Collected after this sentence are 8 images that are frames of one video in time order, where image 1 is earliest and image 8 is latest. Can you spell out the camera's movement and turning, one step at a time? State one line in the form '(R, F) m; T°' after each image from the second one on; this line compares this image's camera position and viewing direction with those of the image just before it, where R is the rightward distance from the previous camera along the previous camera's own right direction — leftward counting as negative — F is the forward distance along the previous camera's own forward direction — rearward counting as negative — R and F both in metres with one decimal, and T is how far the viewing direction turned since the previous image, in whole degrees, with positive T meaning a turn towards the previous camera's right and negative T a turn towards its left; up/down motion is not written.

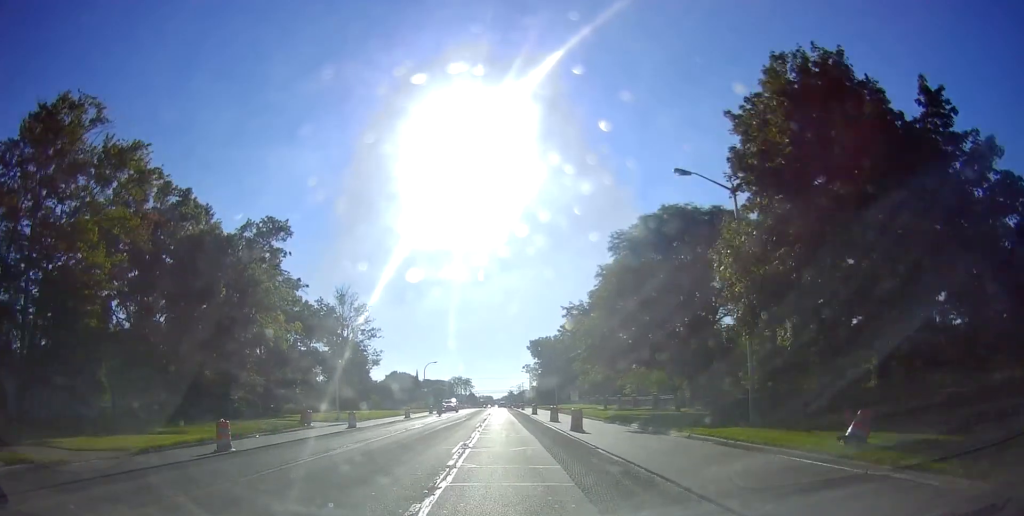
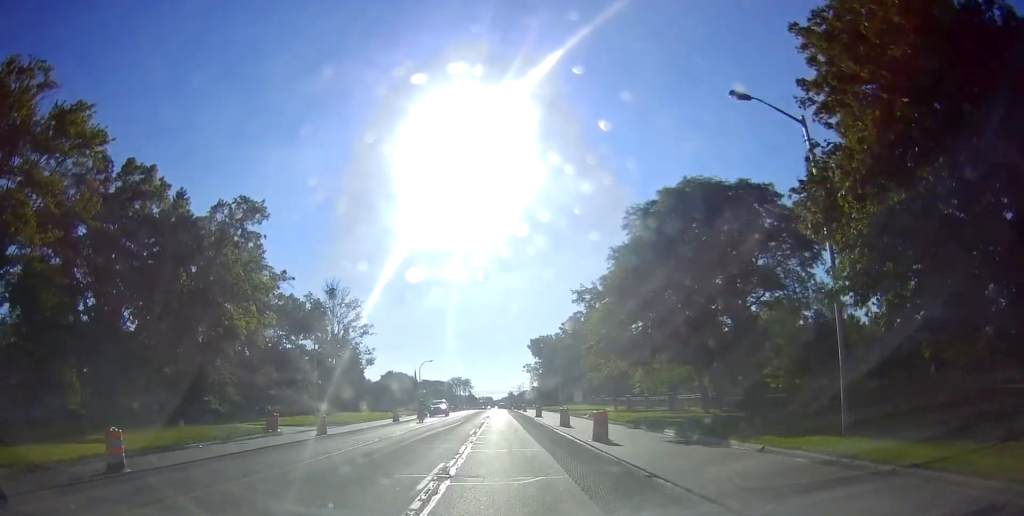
(0.0, +6.2) m; 0°
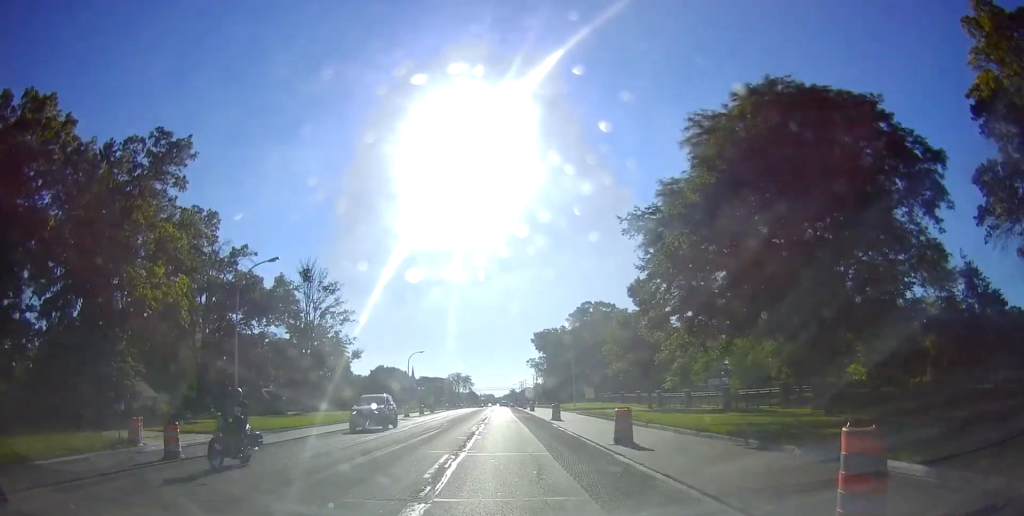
(0.0, +14.6) m; 0°
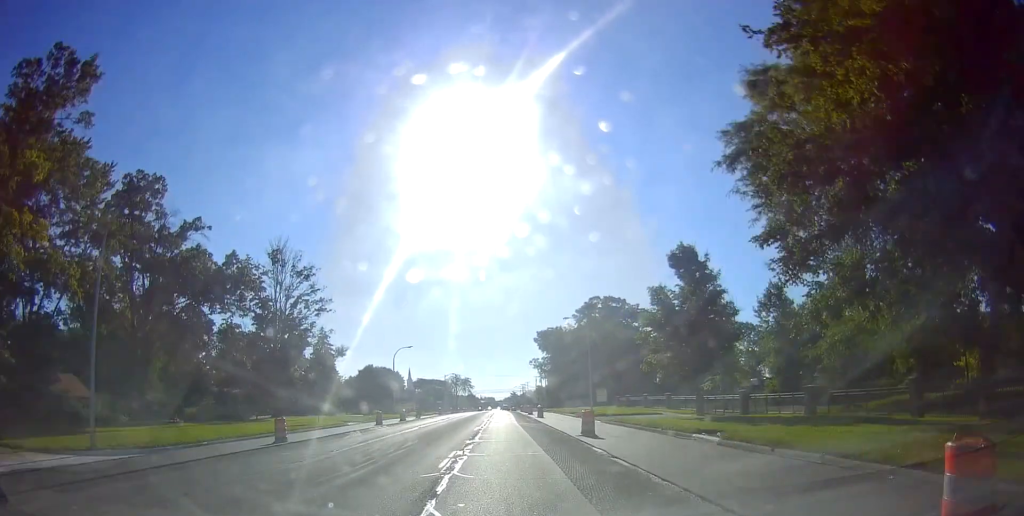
(0.0, +12.9) m; 0°
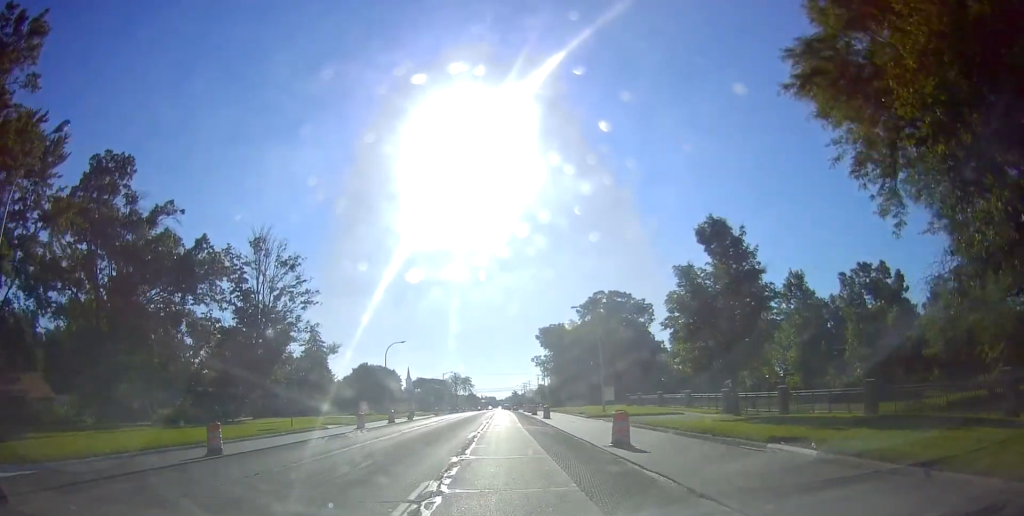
(0.0, +6.0) m; 0°
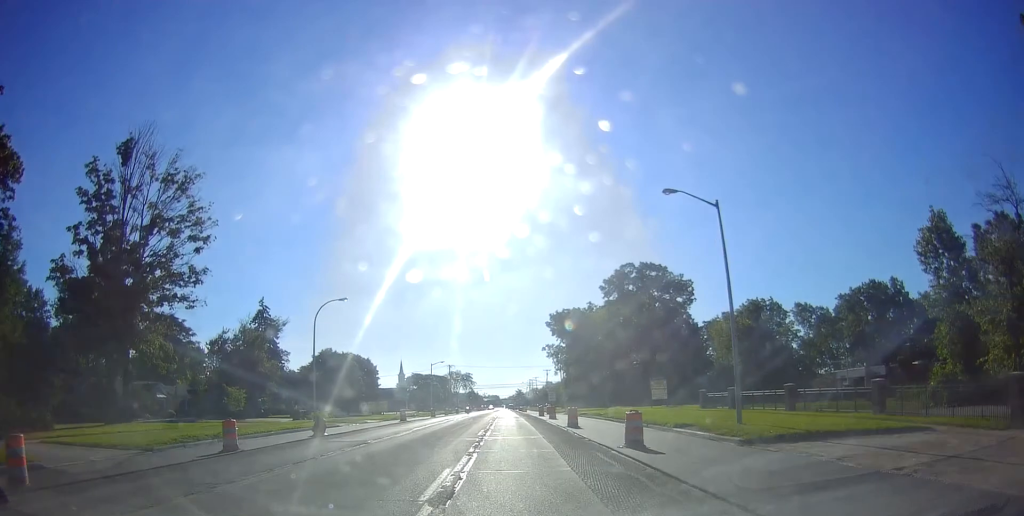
(0.0, +29.3) m; 0°
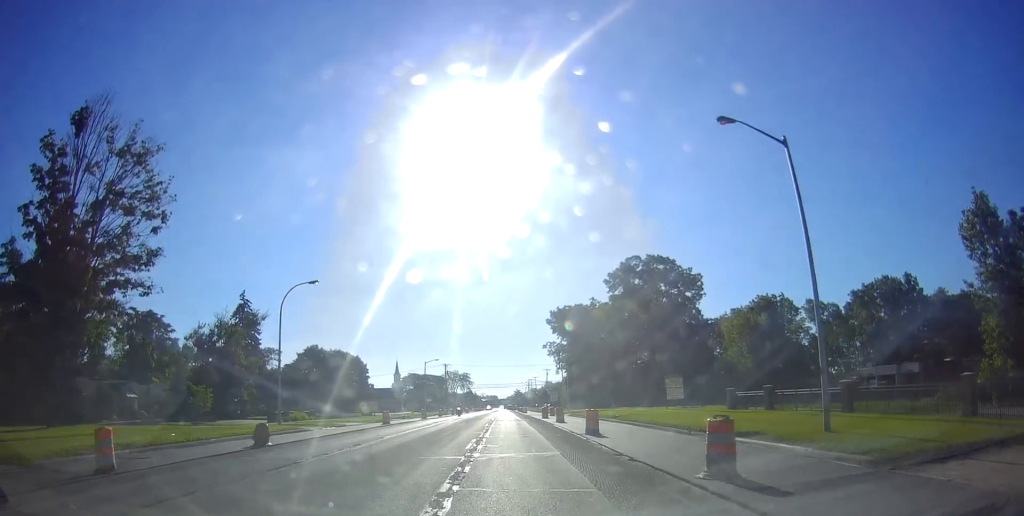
(0.0, +6.7) m; -1°
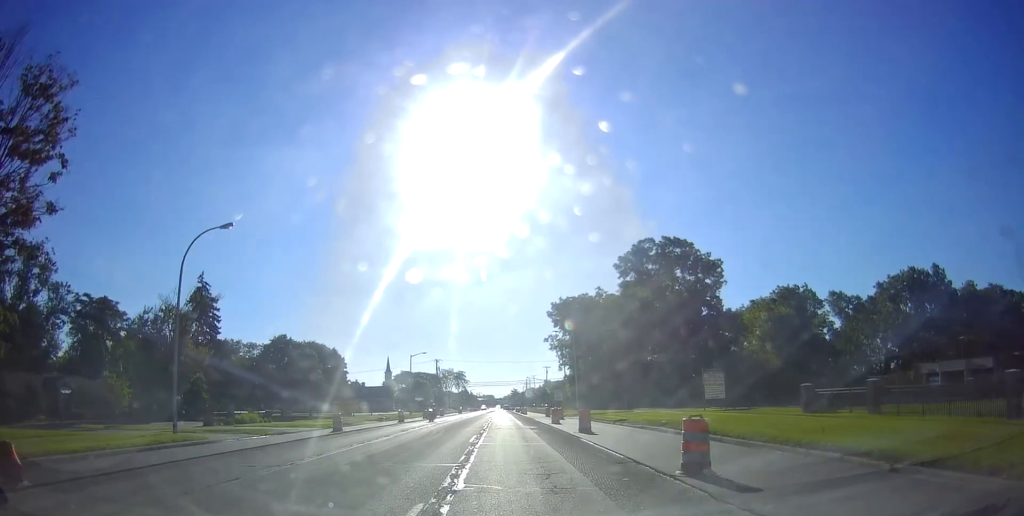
(0.0, +12.3) m; -1°
